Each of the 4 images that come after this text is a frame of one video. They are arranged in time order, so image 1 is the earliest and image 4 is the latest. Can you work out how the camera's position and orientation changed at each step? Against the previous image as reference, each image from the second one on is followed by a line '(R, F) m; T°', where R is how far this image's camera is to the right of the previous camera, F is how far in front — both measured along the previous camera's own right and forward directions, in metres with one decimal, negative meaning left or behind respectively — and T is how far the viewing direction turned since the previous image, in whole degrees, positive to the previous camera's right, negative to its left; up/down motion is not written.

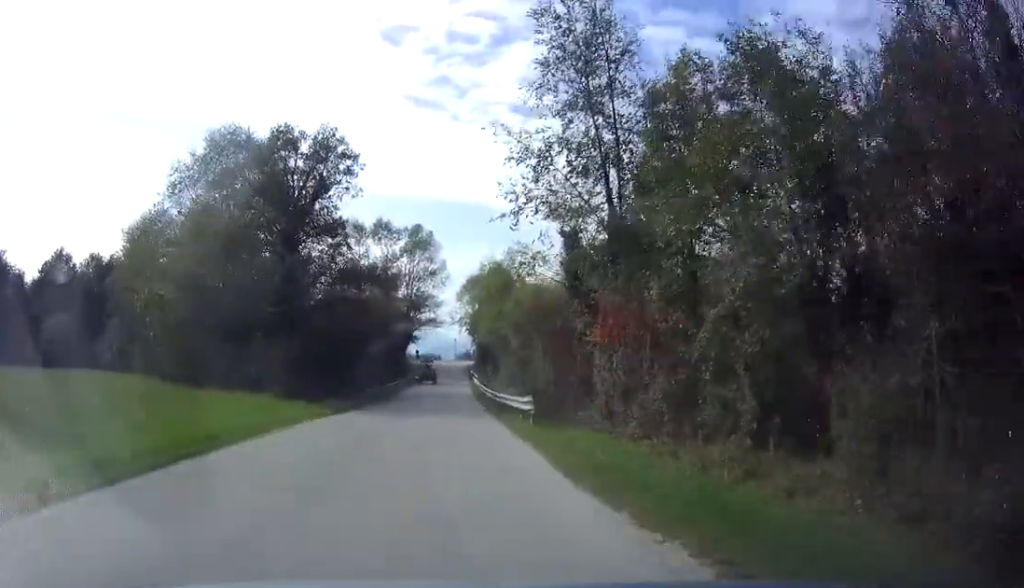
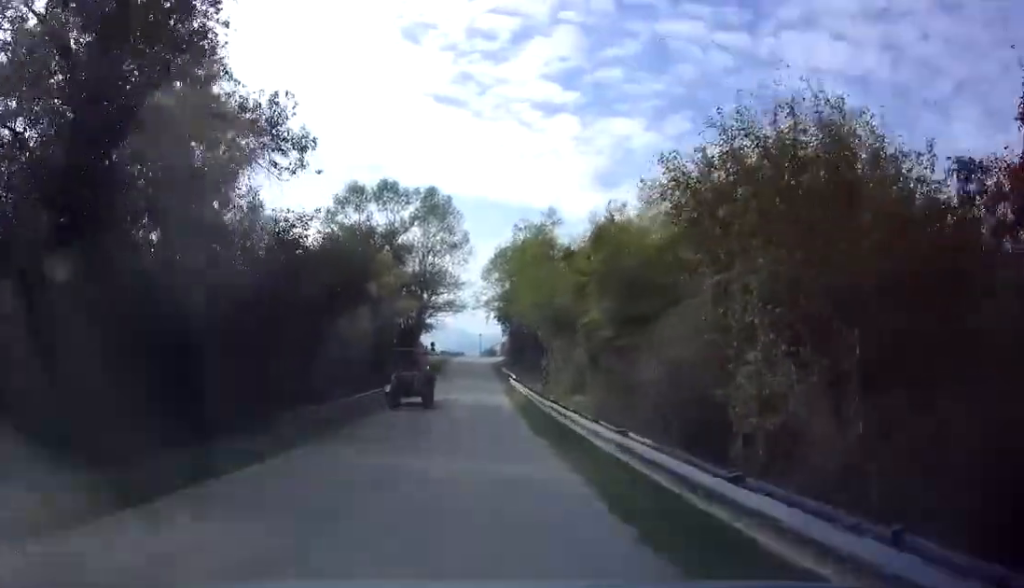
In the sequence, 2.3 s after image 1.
(-0.9, +18.6) m; -6°
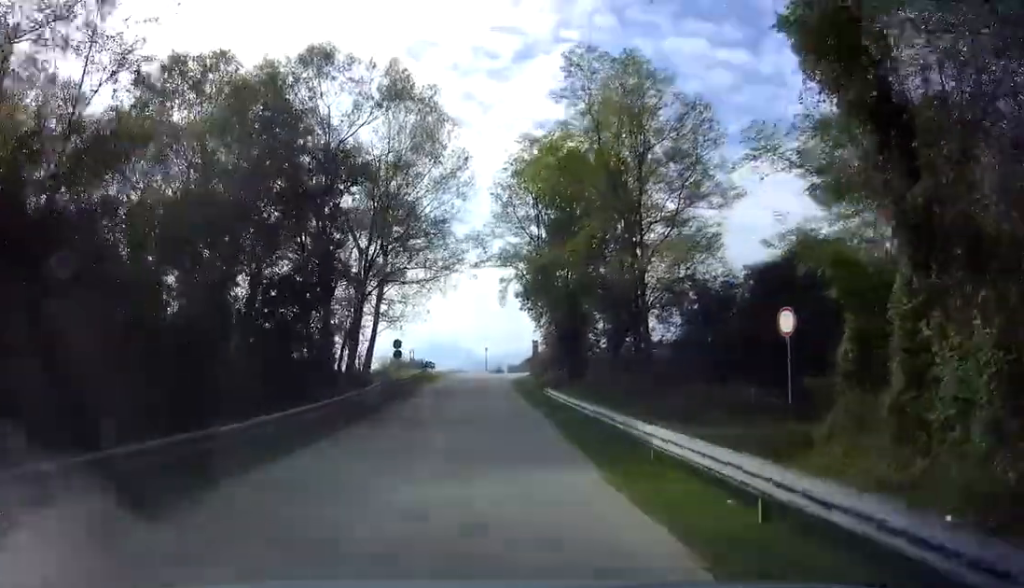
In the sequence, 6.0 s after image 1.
(+0.9, +35.4) m; +1°
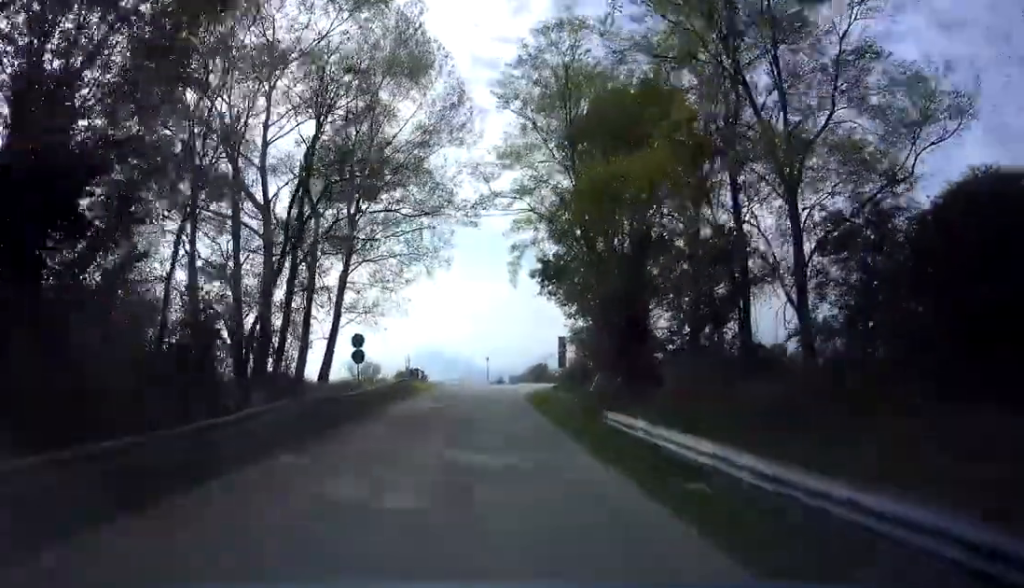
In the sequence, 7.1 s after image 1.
(-0.2, +12.3) m; +1°
